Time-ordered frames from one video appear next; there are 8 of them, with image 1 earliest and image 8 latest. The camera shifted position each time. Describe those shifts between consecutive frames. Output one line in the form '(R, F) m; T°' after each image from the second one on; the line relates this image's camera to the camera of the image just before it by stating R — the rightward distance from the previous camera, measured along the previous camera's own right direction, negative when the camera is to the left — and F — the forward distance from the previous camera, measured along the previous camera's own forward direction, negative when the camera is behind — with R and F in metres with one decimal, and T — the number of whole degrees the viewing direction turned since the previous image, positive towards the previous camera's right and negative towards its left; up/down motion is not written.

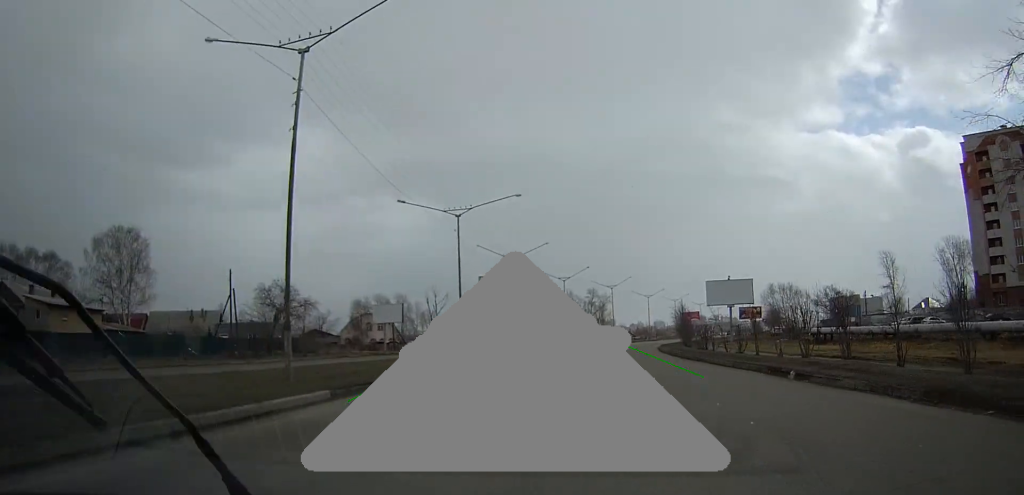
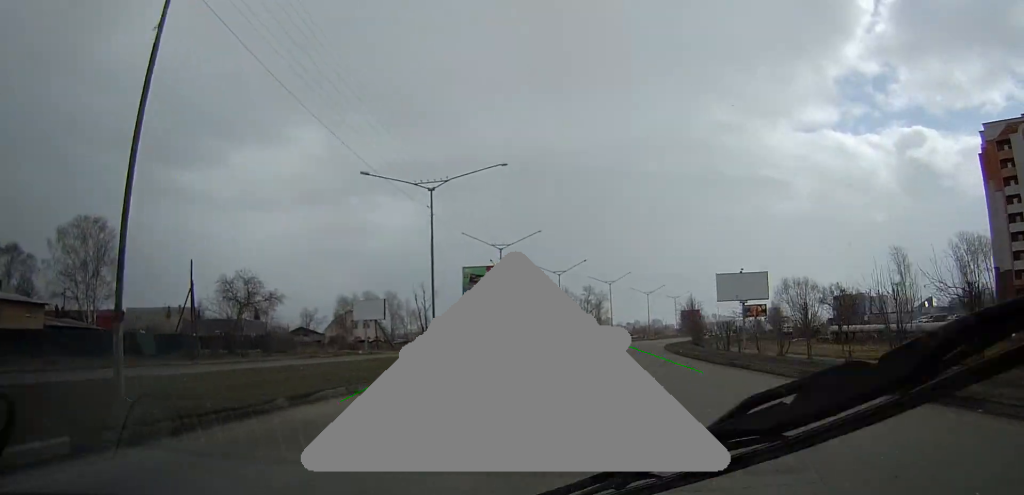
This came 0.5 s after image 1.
(-0.2, +8.1) m; +1°
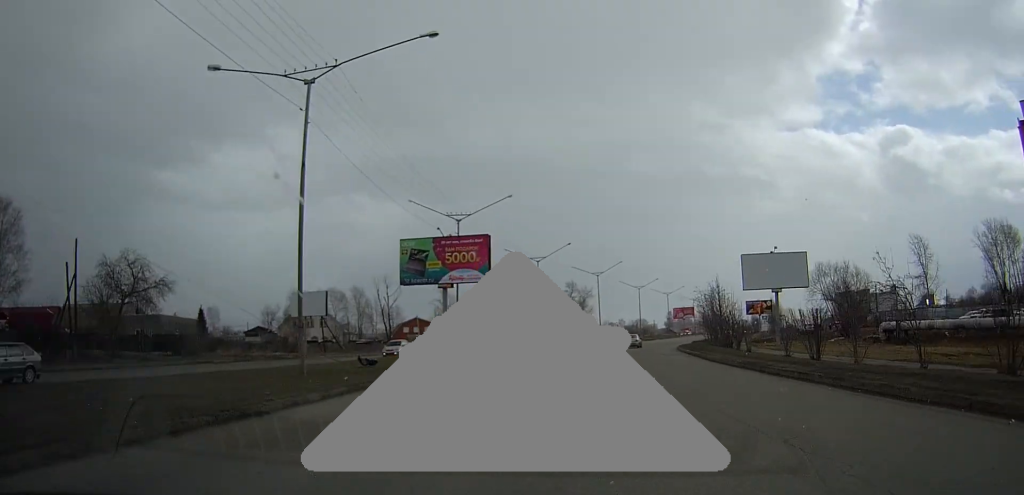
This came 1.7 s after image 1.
(+0.9, +17.6) m; +4°
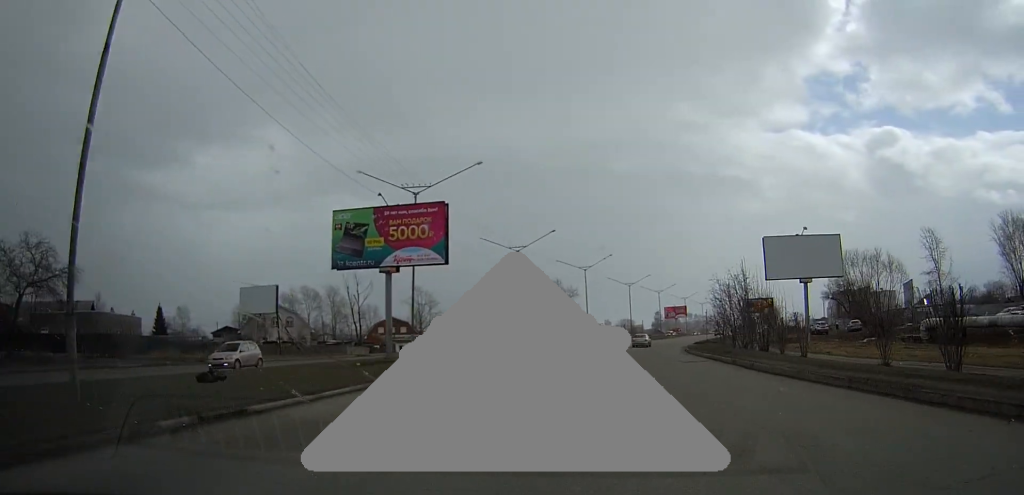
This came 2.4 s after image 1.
(+0.2, +10.6) m; 0°
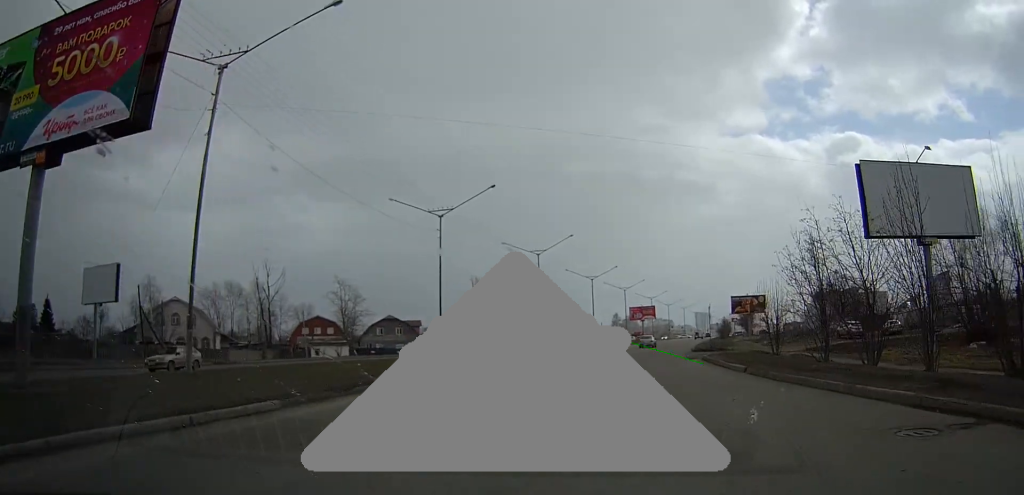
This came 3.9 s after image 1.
(+0.3, +22.0) m; +3°
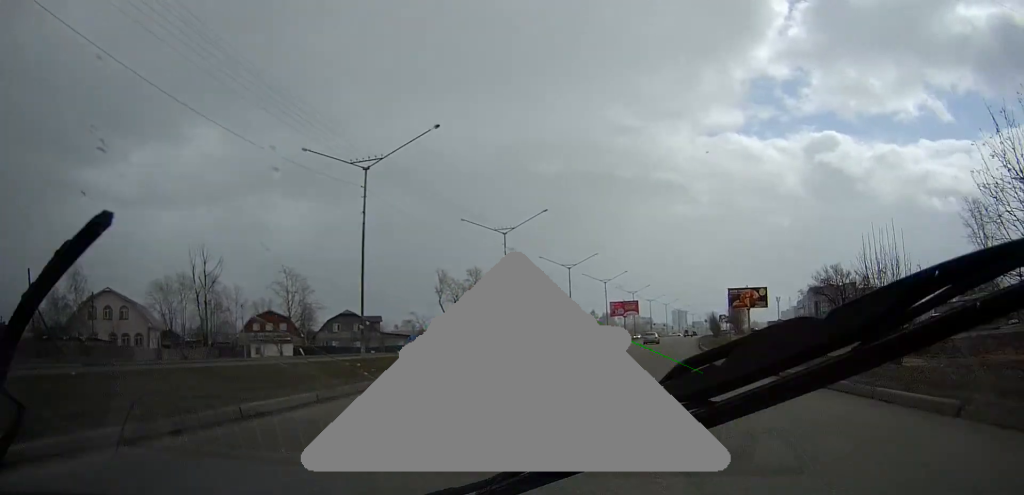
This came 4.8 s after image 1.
(+0.5, +13.6) m; +3°
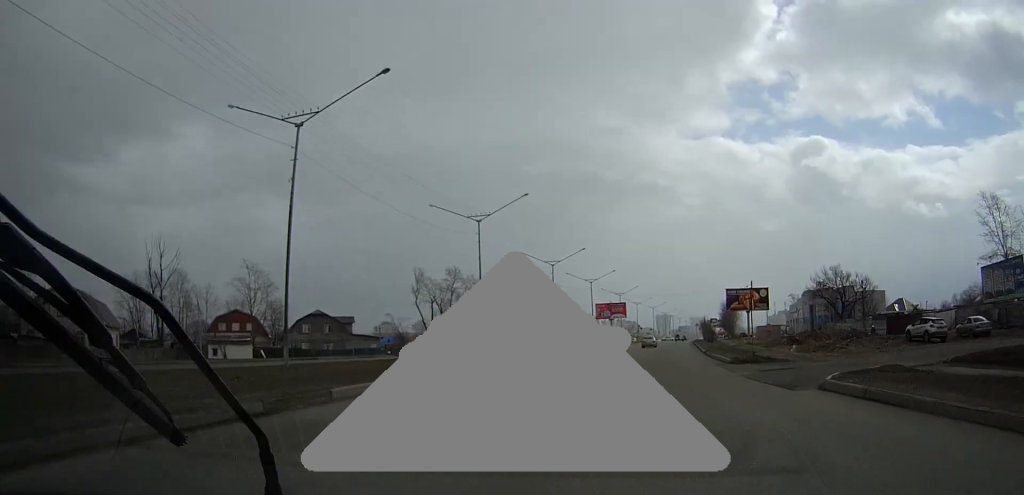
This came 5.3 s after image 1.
(-0.1, +8.1) m; +1°
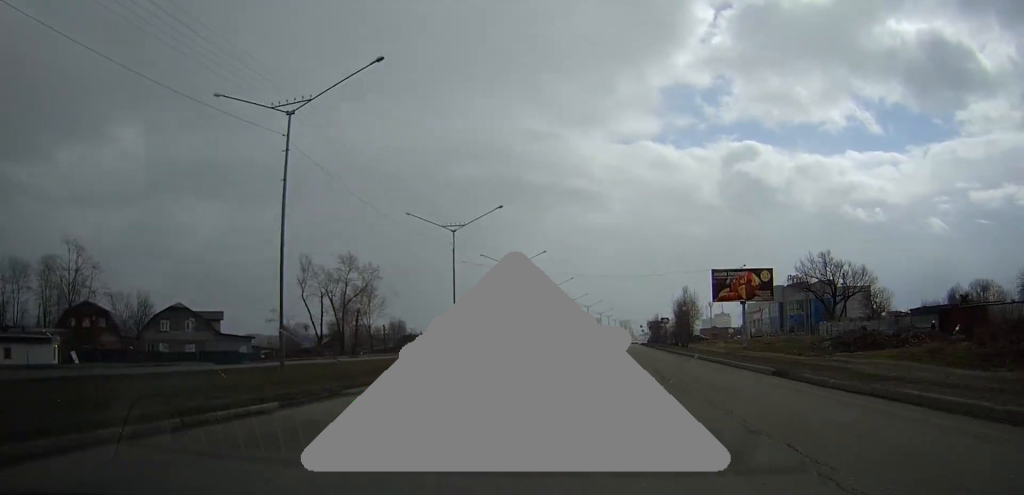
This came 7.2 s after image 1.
(+1.6, +28.4) m; +6°
